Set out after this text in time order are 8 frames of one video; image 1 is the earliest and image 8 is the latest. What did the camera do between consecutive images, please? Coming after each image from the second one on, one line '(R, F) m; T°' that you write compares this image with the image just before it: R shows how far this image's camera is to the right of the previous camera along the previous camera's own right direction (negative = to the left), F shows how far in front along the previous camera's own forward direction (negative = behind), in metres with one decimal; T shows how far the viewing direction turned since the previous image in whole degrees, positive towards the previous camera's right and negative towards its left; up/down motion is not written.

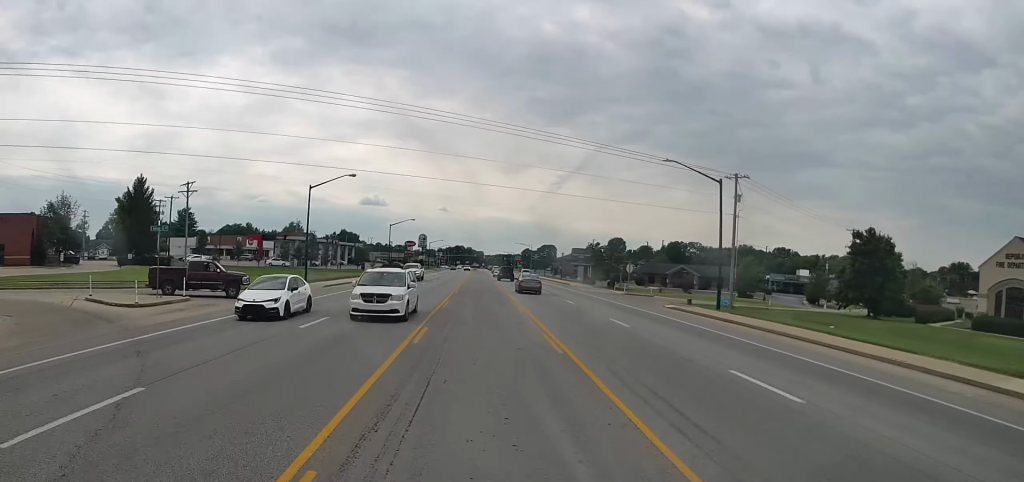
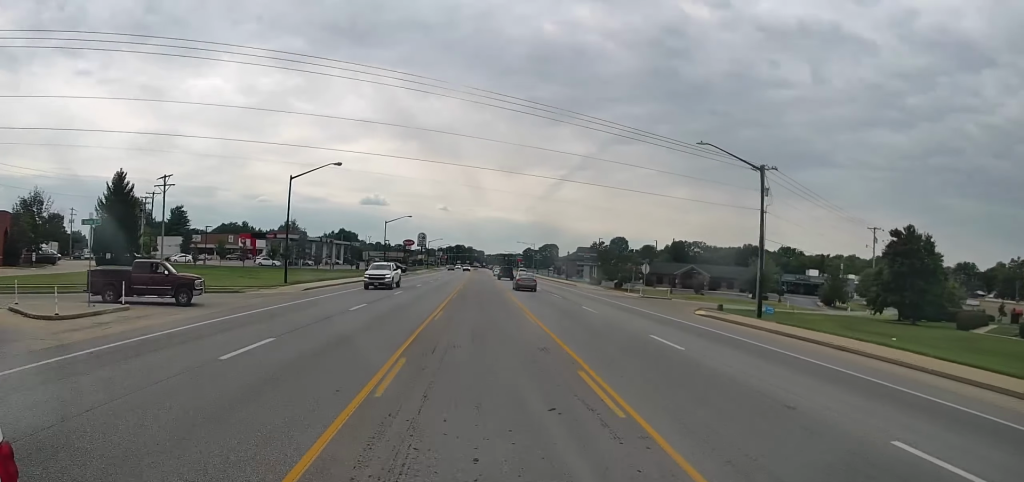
(0.0, +7.8) m; -3°
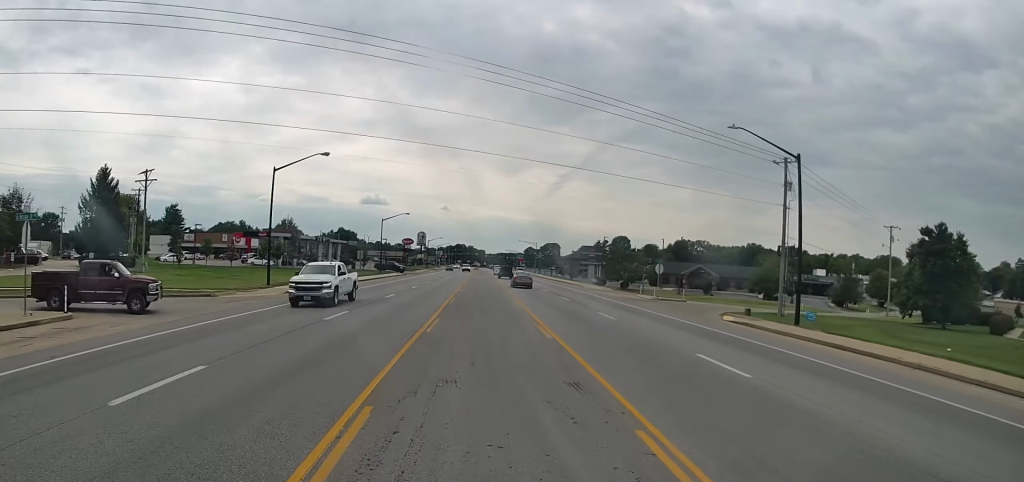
(-0.2, +5.7) m; -2°
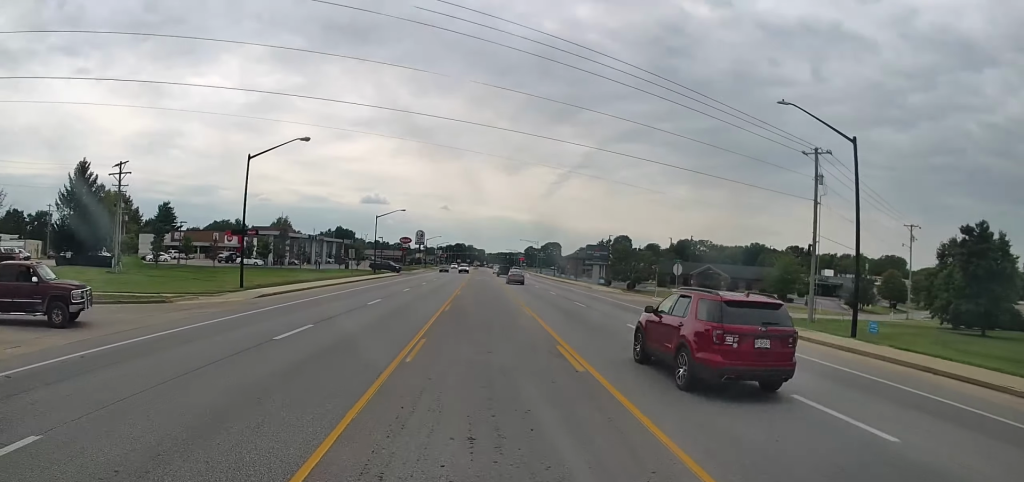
(-0.2, +7.2) m; 0°
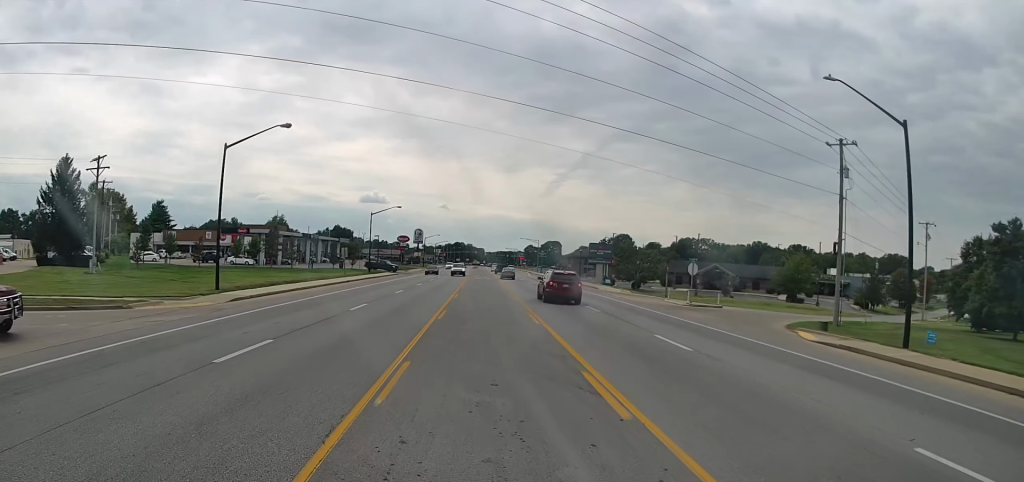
(+0.2, +6.6) m; +2°
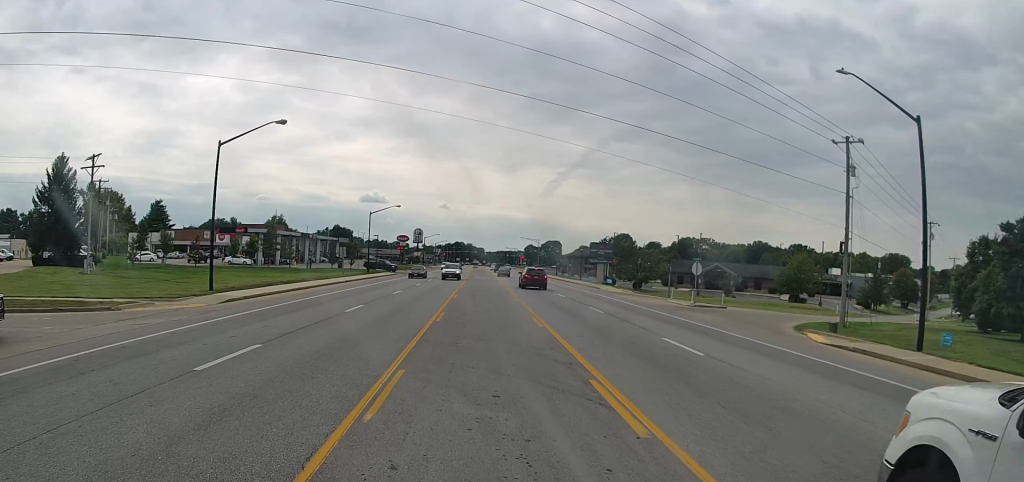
(0.0, +2.6) m; 0°
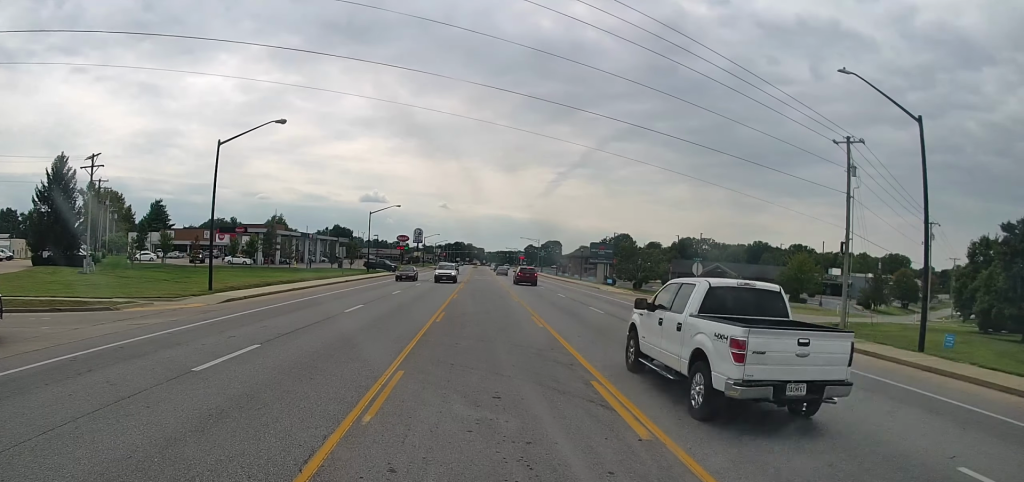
(0.0, +0.8) m; 0°
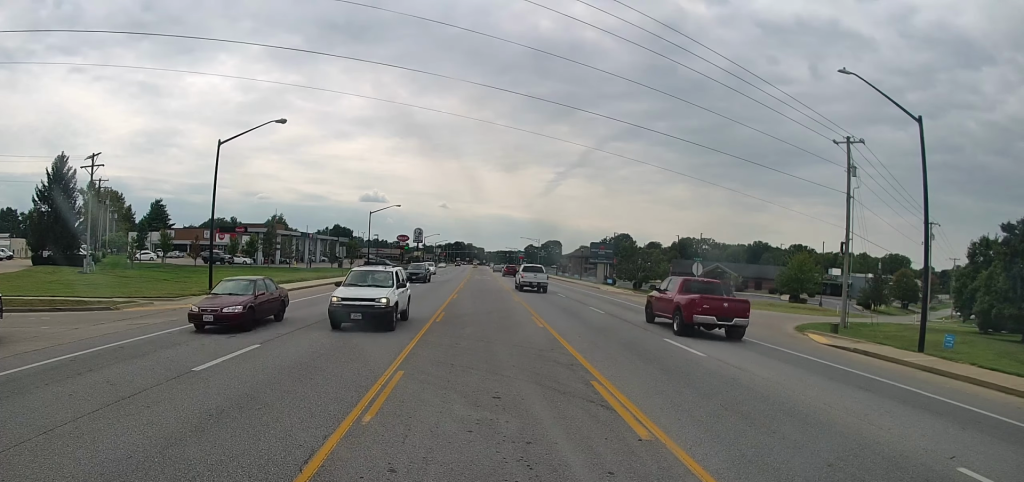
(0.0, +0.9) m; 0°
